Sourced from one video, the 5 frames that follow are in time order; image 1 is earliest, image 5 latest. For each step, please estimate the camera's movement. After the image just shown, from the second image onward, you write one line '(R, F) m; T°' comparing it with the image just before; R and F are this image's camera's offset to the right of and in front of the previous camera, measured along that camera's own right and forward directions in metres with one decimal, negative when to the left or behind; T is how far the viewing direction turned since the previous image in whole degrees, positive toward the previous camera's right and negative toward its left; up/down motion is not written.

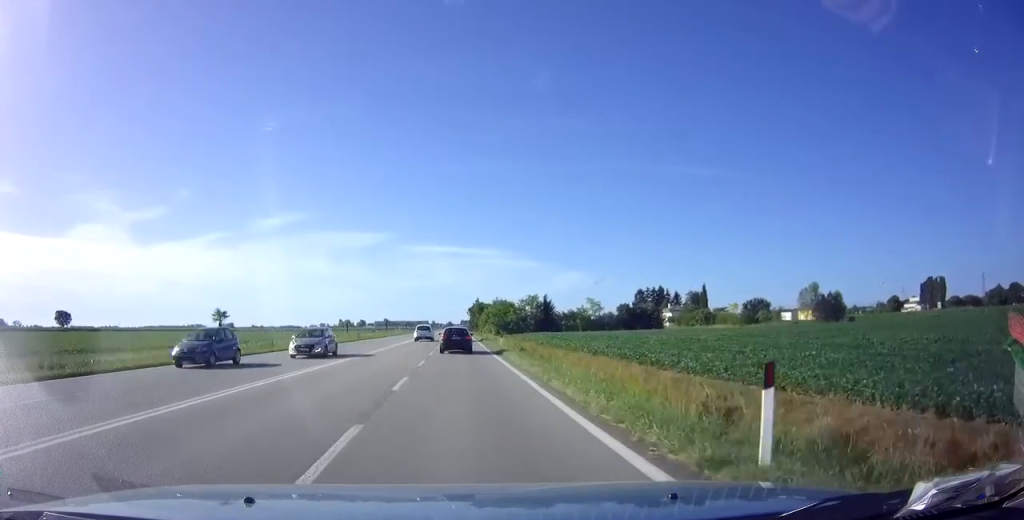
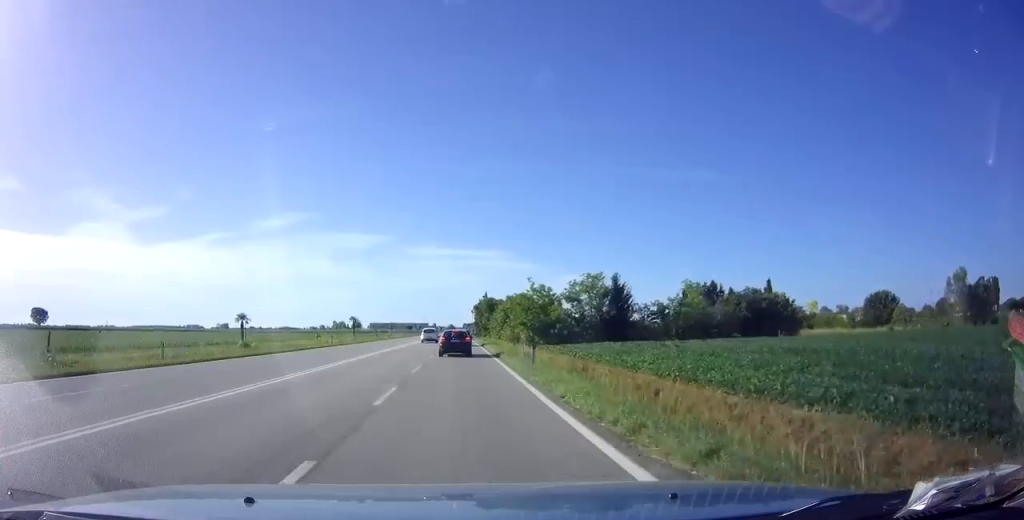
(-0.1, +45.4) m; 0°
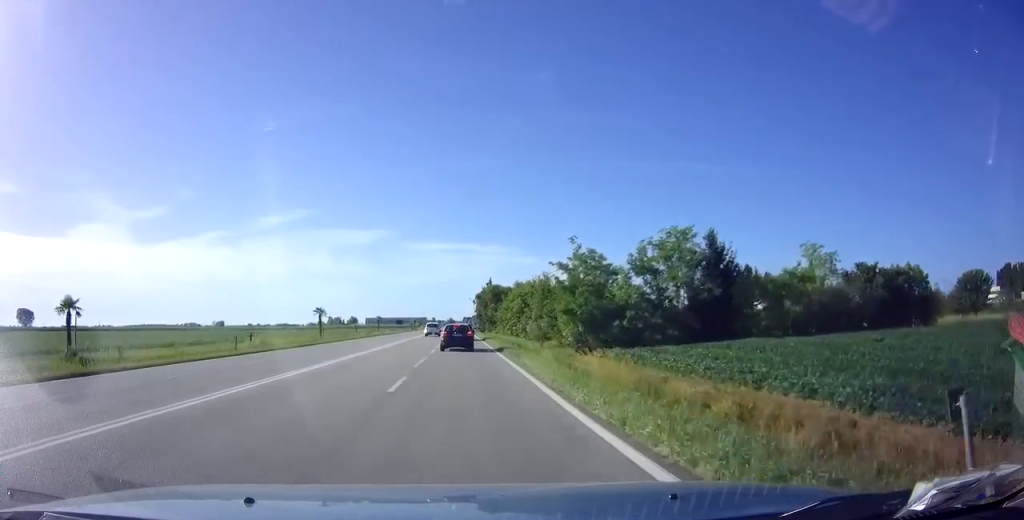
(0.0, +23.9) m; 0°
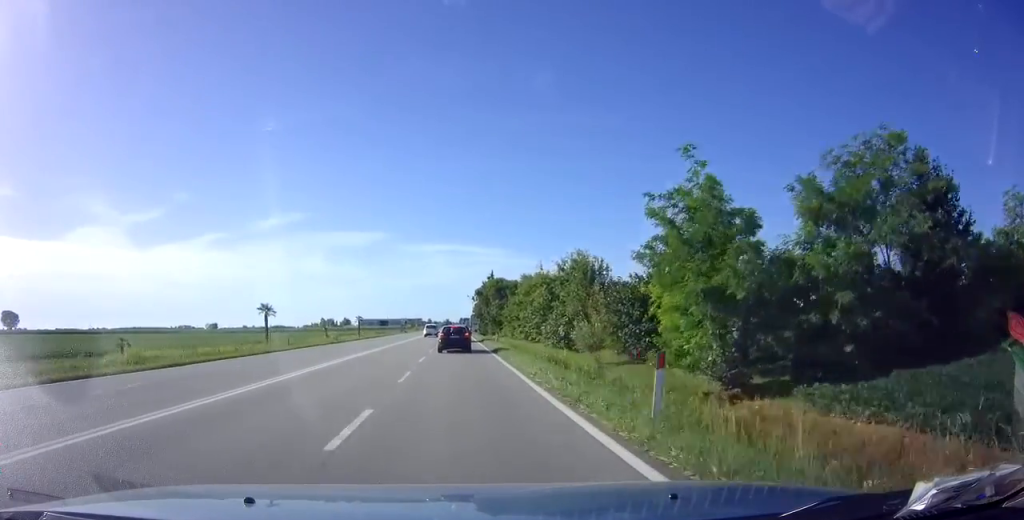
(-0.1, +19.7) m; 0°
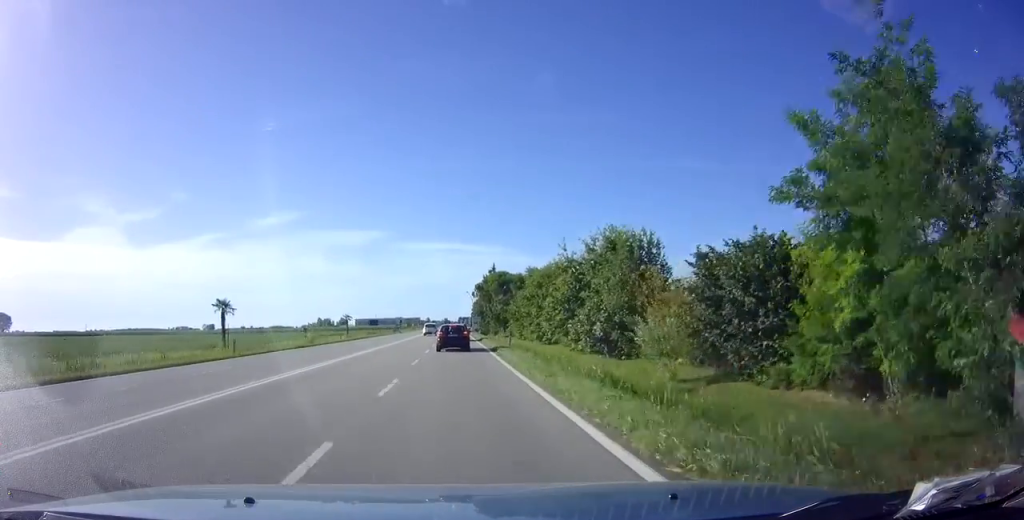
(0.0, +10.0) m; 0°
